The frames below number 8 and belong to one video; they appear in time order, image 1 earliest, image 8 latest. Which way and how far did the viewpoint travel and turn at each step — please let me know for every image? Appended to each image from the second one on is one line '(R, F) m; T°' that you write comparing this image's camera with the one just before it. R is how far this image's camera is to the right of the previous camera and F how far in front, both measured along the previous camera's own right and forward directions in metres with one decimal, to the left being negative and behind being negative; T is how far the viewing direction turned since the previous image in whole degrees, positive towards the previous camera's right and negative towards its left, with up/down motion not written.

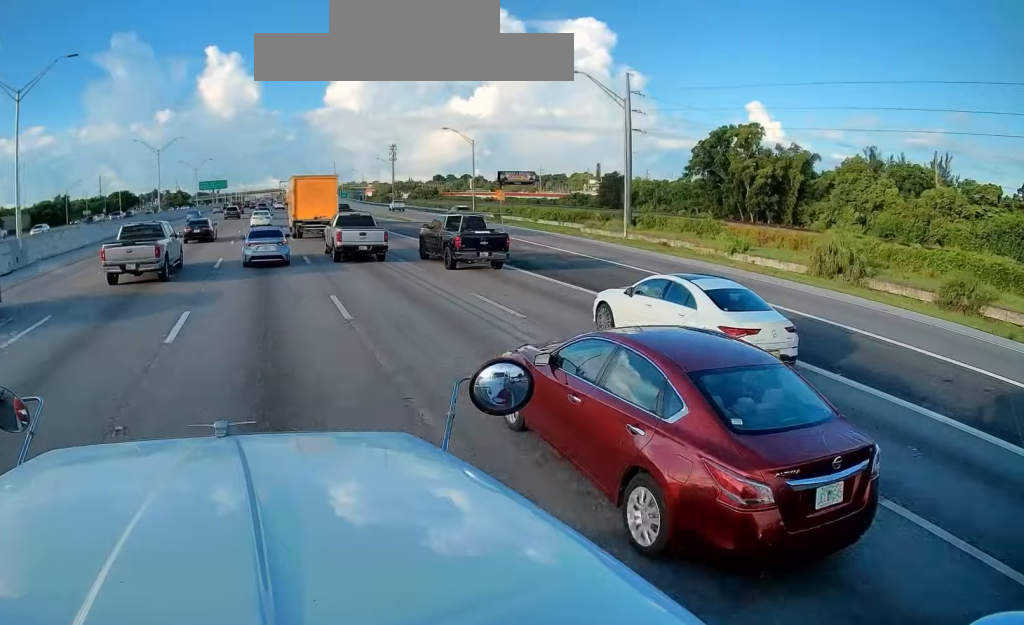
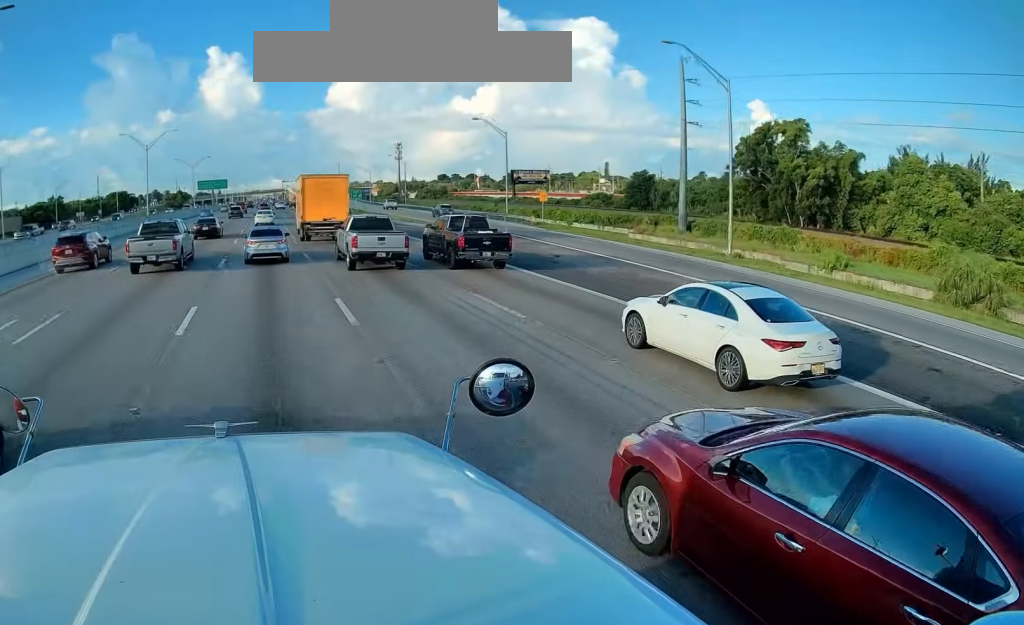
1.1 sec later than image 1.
(+0.3, +11.4) m; +2°
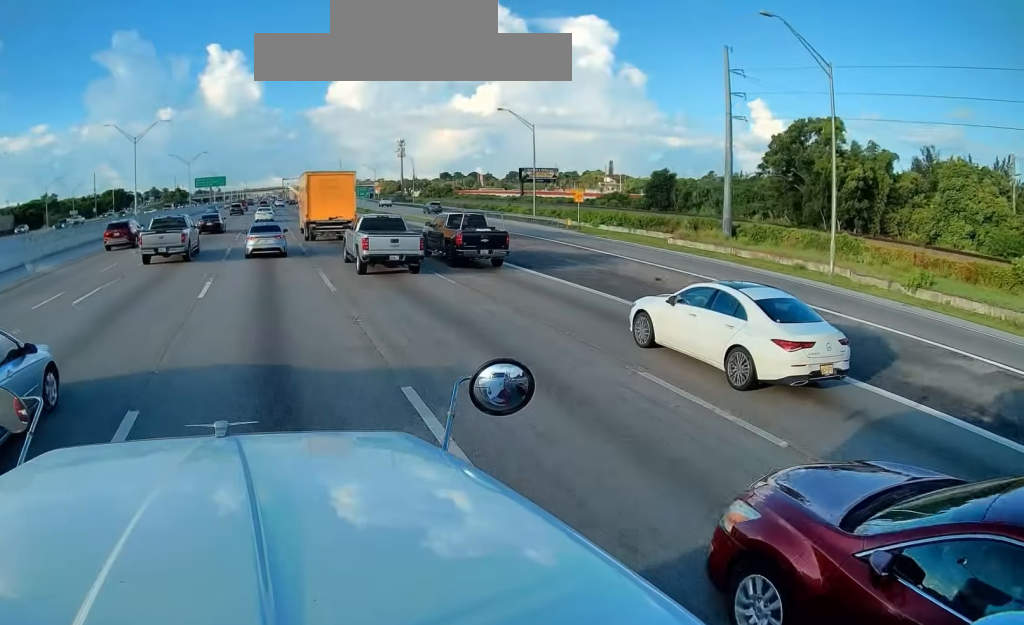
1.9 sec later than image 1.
(+0.2, +8.1) m; -1°
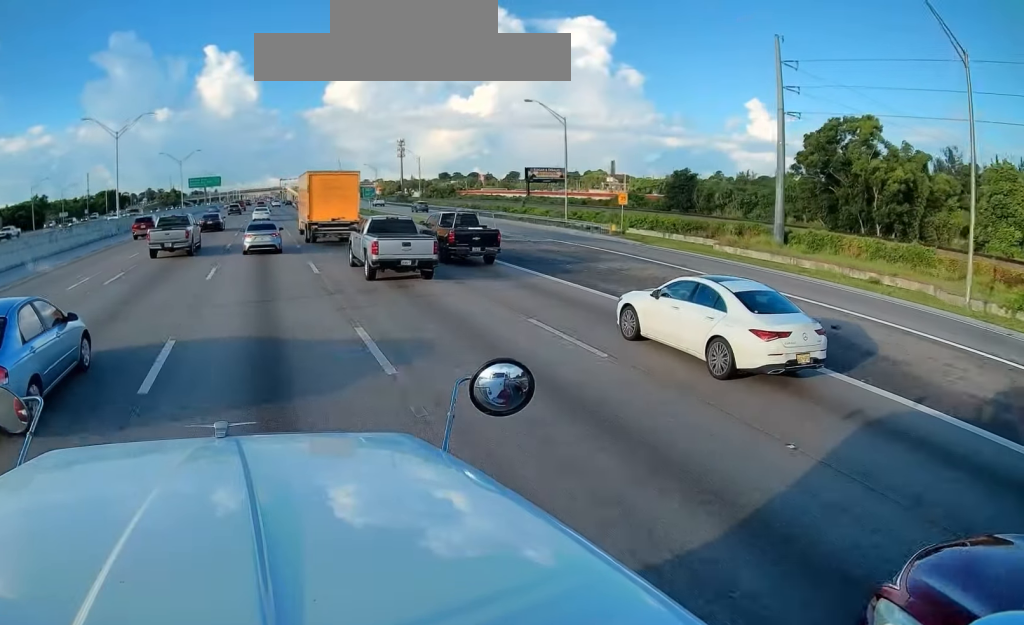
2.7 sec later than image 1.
(-0.5, +8.3) m; -2°
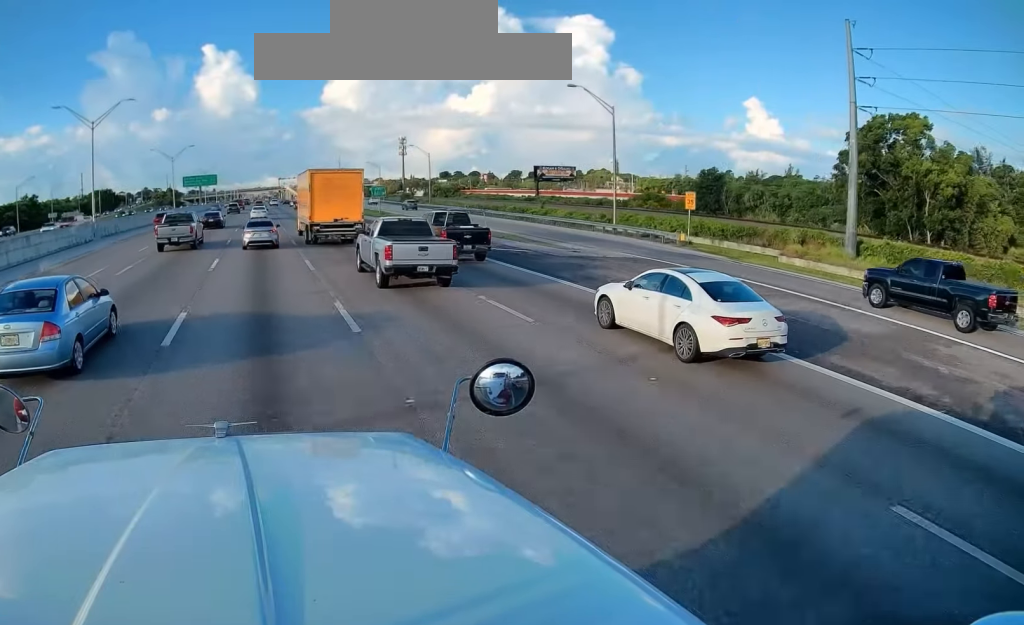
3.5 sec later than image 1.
(+0.3, +9.5) m; 0°
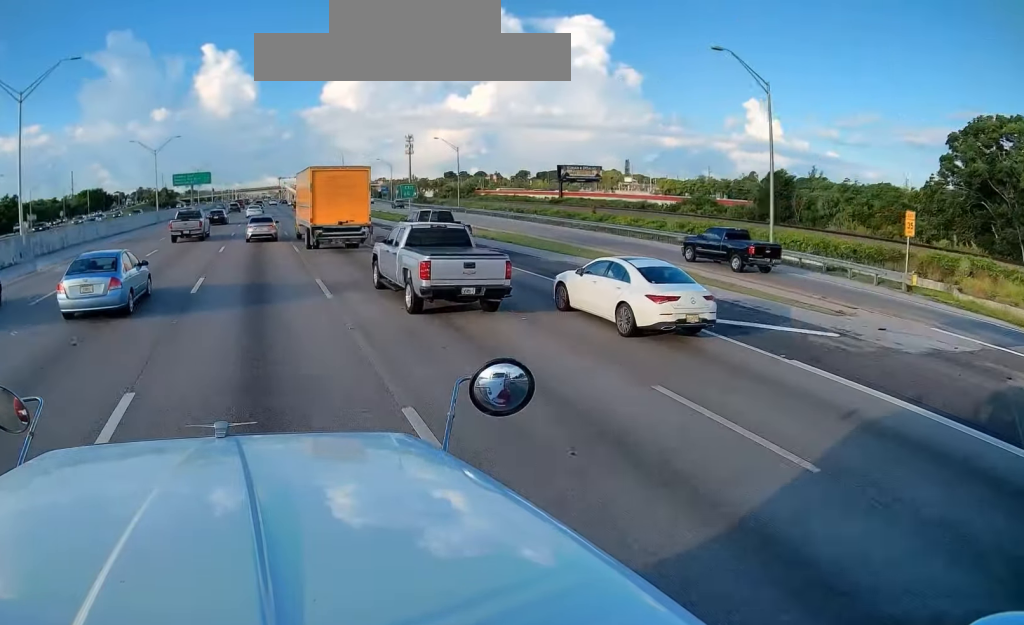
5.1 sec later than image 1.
(-0.5, +18.7) m; -1°
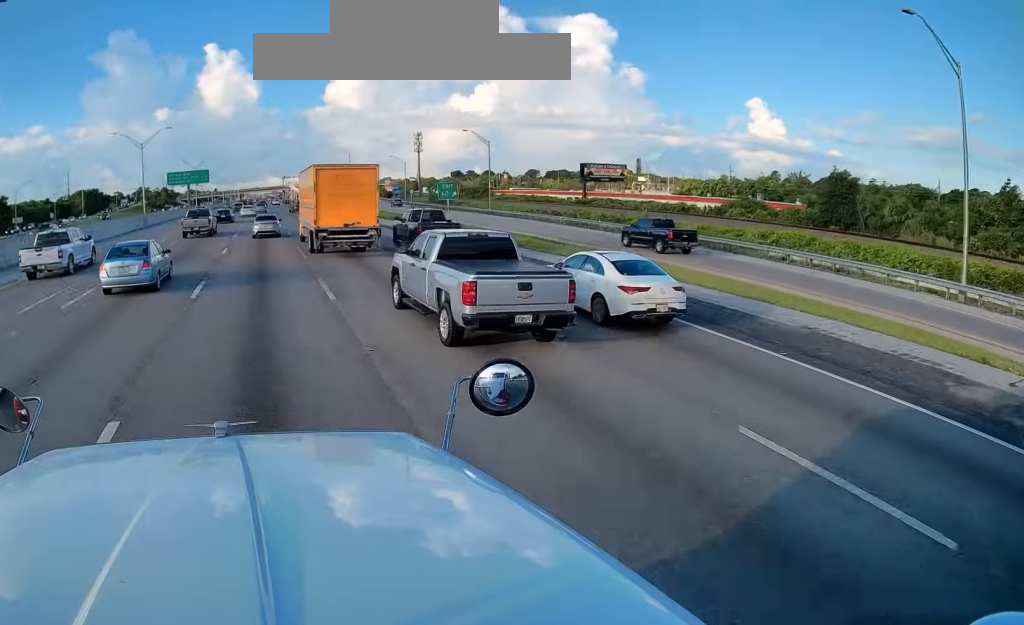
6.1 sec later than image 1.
(+0.1, +13.0) m; +1°
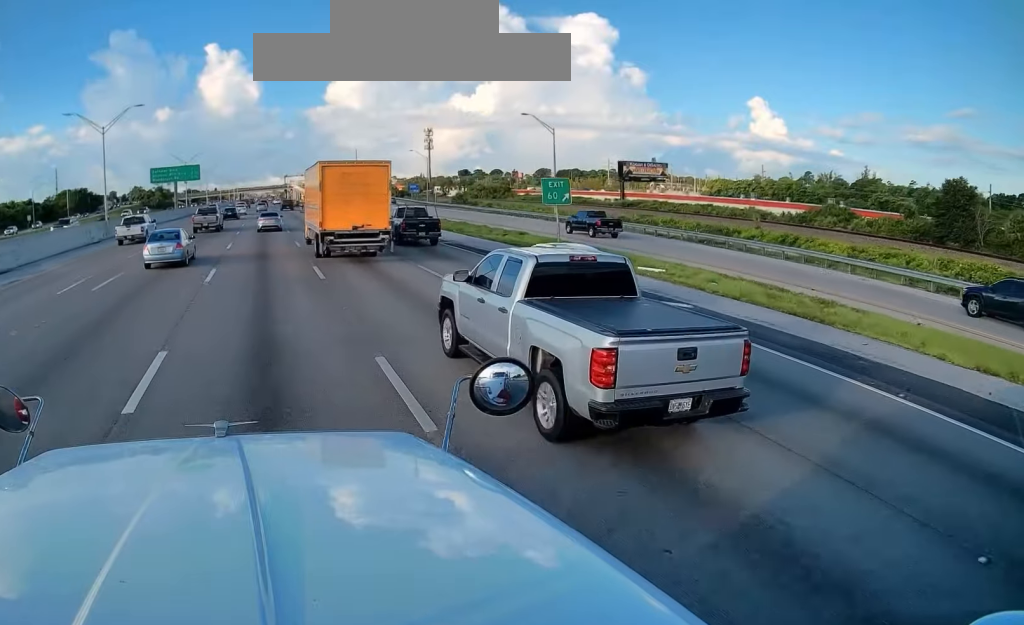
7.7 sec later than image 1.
(-0.2, +21.5) m; -2°
